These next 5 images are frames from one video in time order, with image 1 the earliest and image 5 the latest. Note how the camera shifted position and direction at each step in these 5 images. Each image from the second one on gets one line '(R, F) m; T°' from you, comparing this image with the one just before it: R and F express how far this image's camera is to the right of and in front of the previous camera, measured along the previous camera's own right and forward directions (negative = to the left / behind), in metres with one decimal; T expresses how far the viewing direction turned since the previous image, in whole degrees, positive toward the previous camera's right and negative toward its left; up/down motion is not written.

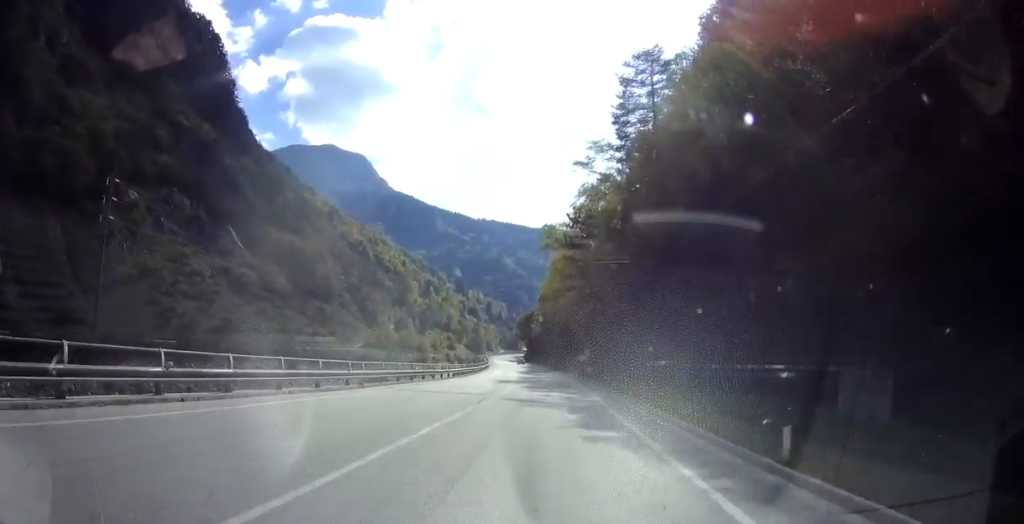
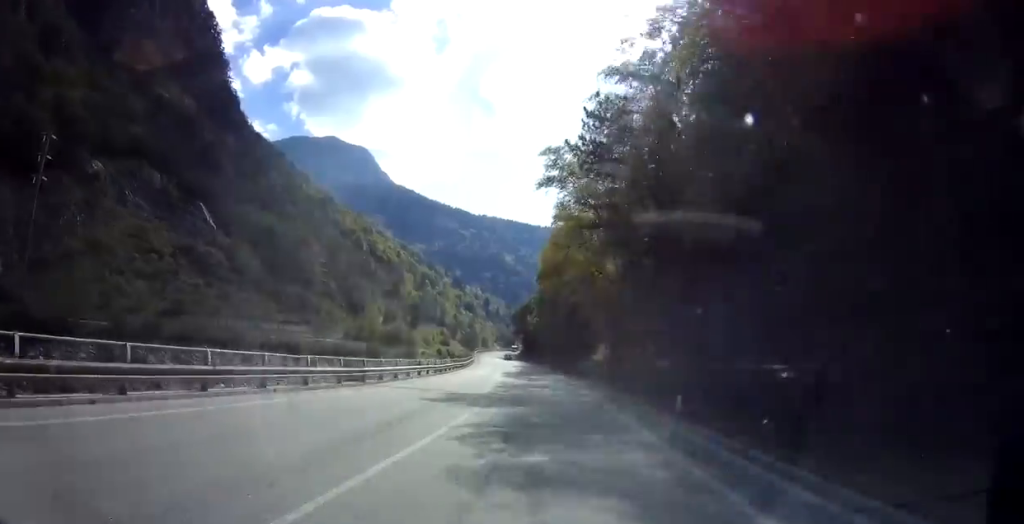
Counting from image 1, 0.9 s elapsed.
(0.0, +20.9) m; 0°
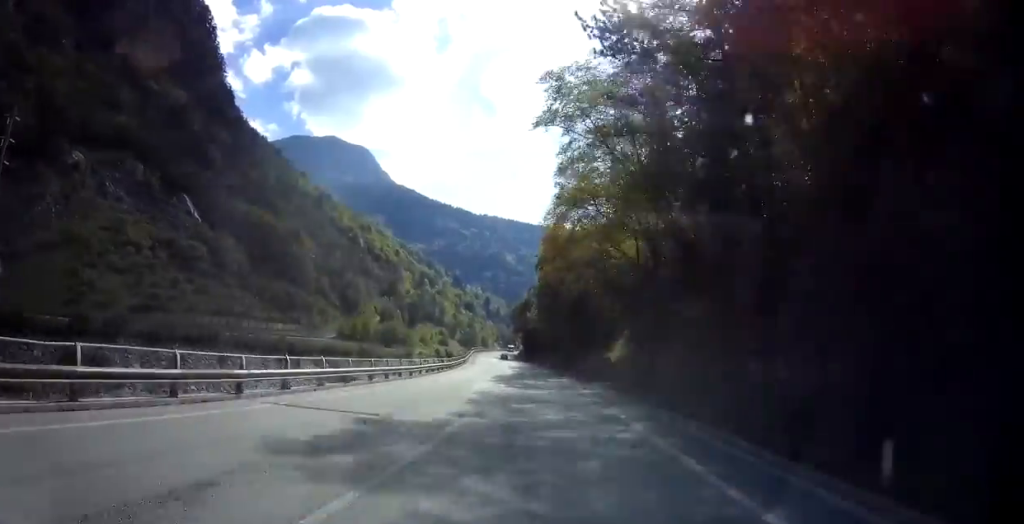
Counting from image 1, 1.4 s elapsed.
(0.0, +10.4) m; 0°
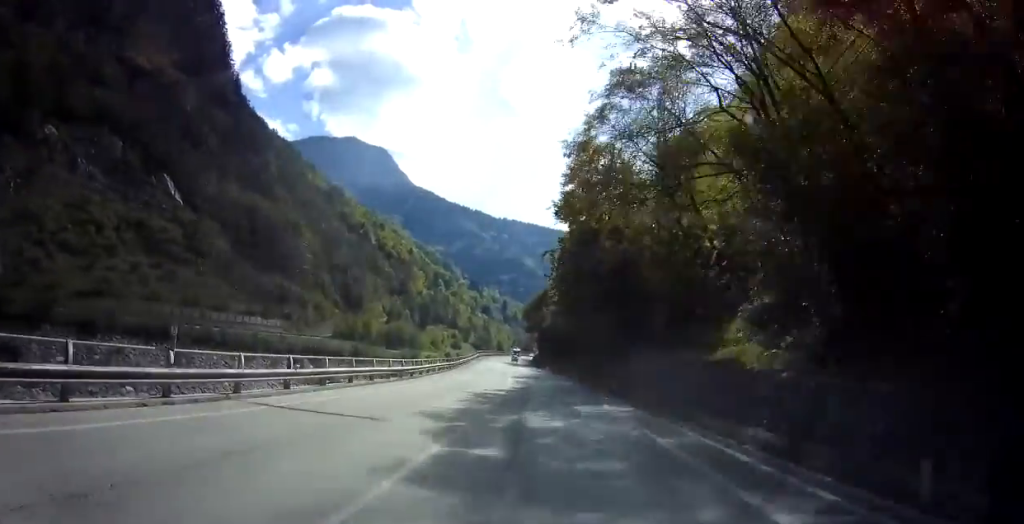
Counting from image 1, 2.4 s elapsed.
(-0.1, +21.8) m; -1°
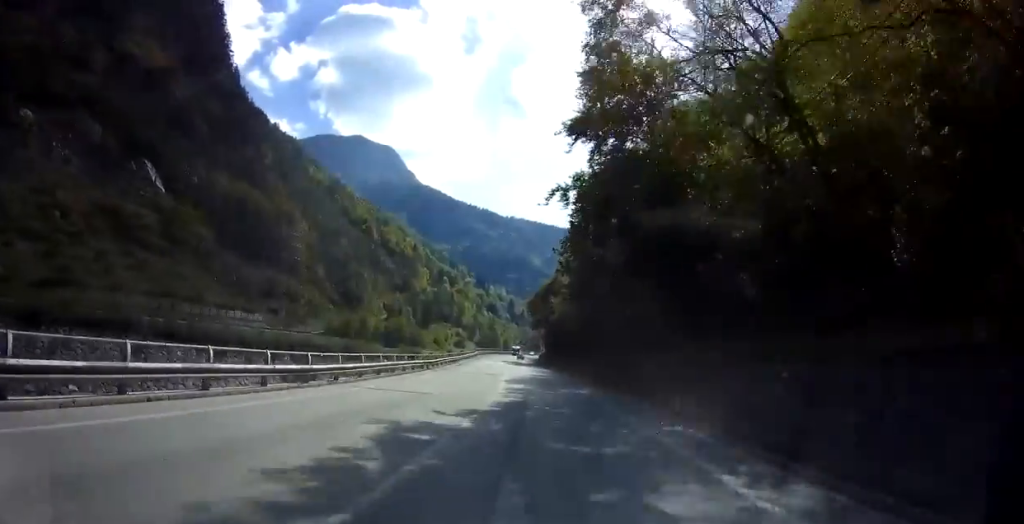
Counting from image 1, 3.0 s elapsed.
(-0.3, +14.3) m; -1°
